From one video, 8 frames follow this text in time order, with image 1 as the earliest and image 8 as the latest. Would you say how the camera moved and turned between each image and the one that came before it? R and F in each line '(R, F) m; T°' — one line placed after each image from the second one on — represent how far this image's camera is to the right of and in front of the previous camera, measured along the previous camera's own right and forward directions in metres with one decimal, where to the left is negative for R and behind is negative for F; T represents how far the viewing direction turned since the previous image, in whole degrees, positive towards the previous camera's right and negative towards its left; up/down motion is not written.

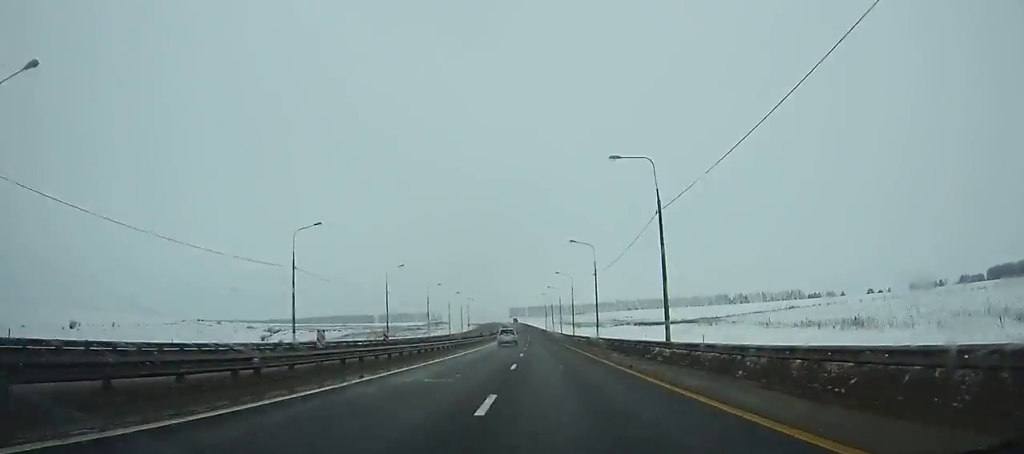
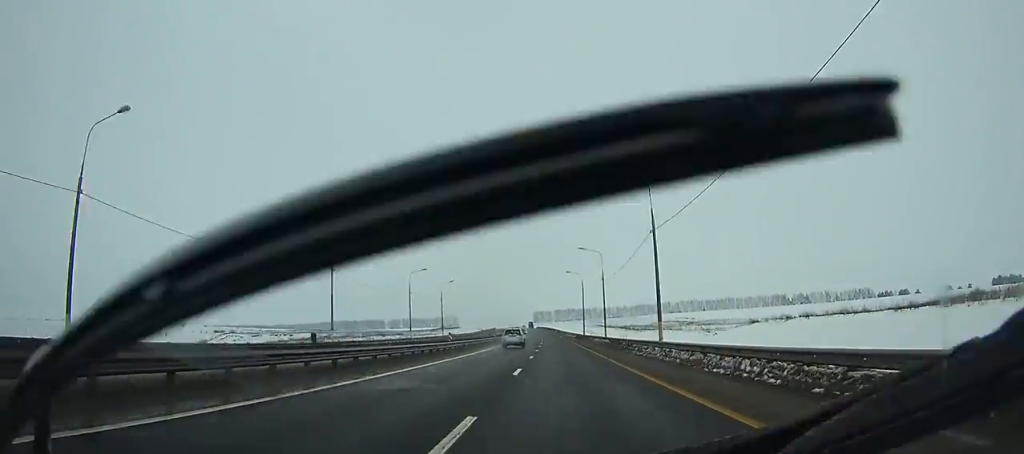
(-1.8, +95.9) m; -2°
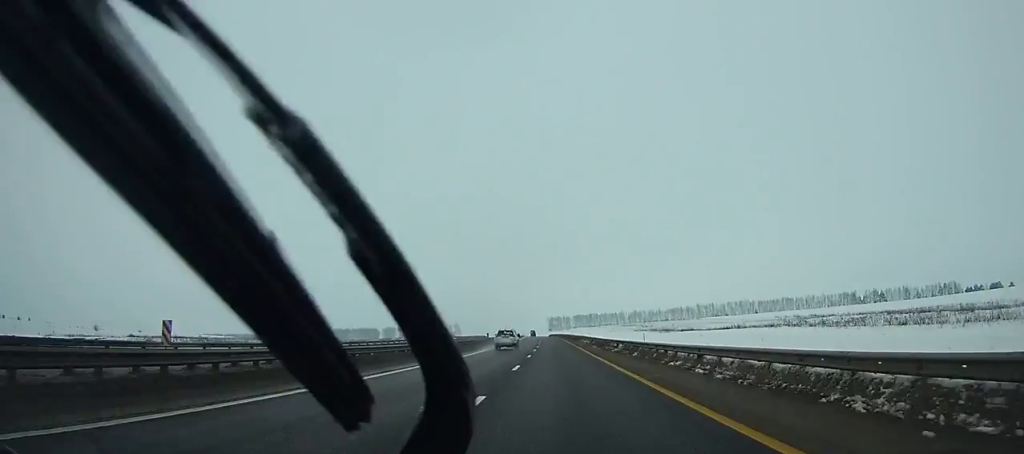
(-1.8, +113.1) m; -2°
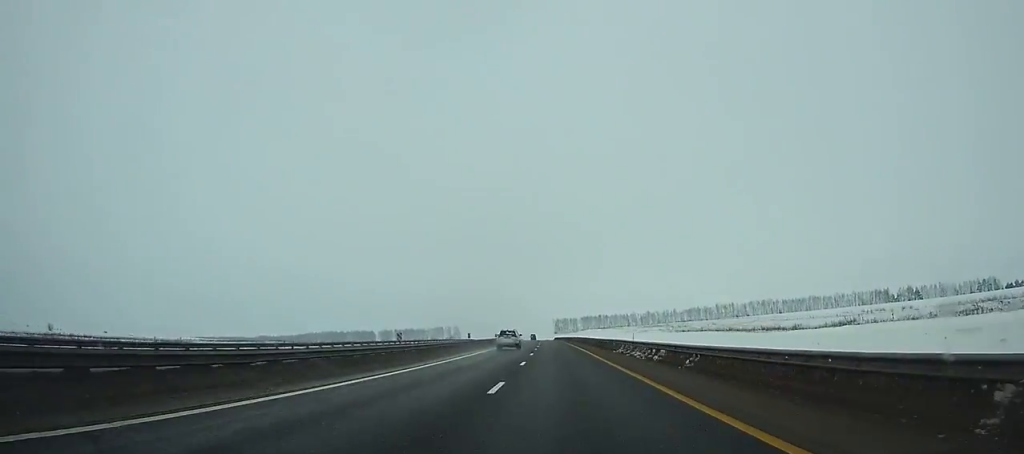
(-0.3, +44.1) m; -1°
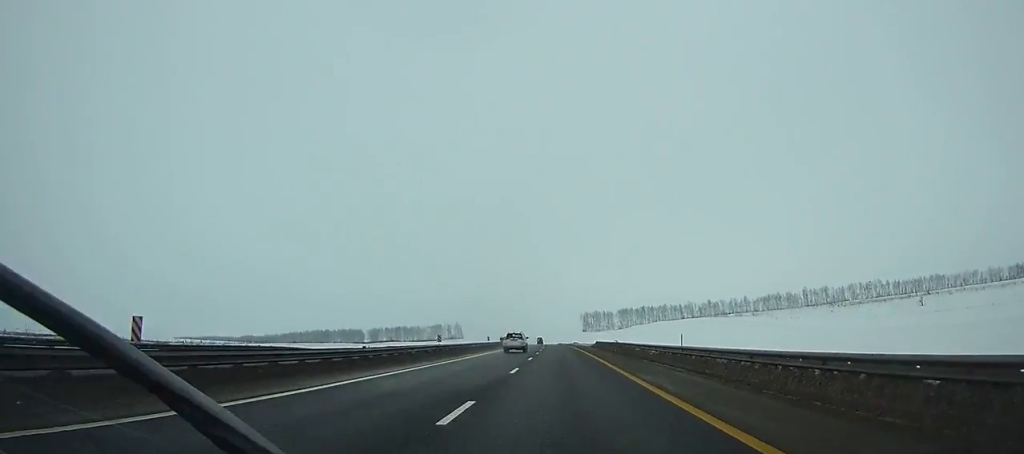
(-2.1, +133.5) m; -2°
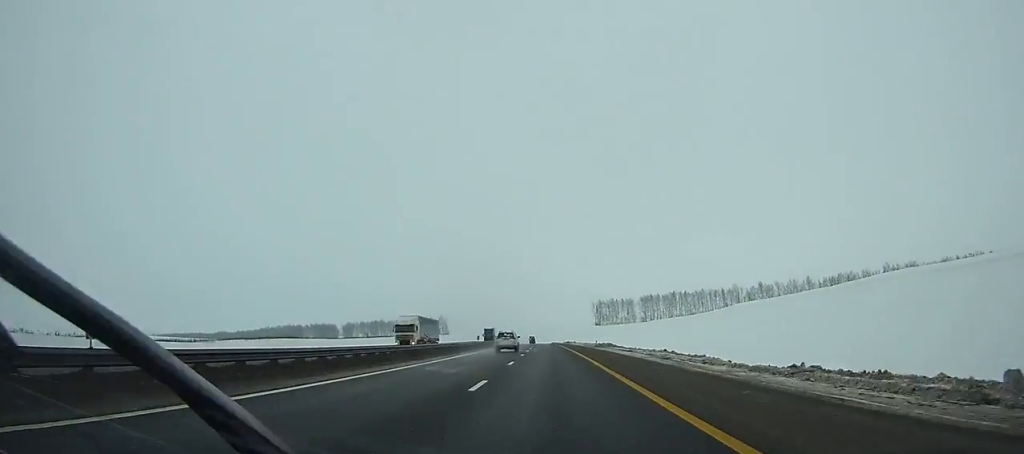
(-1.2, +88.7) m; -2°
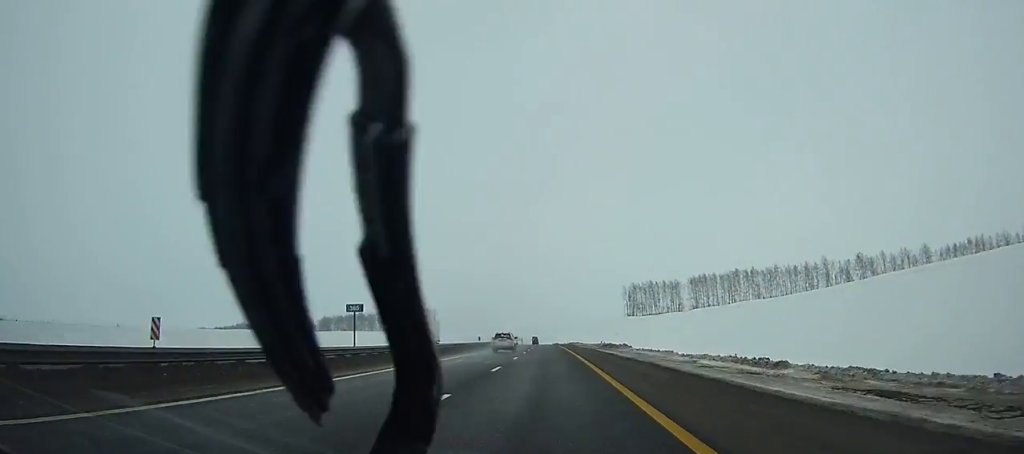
(-1.2, +85.8) m; -1°
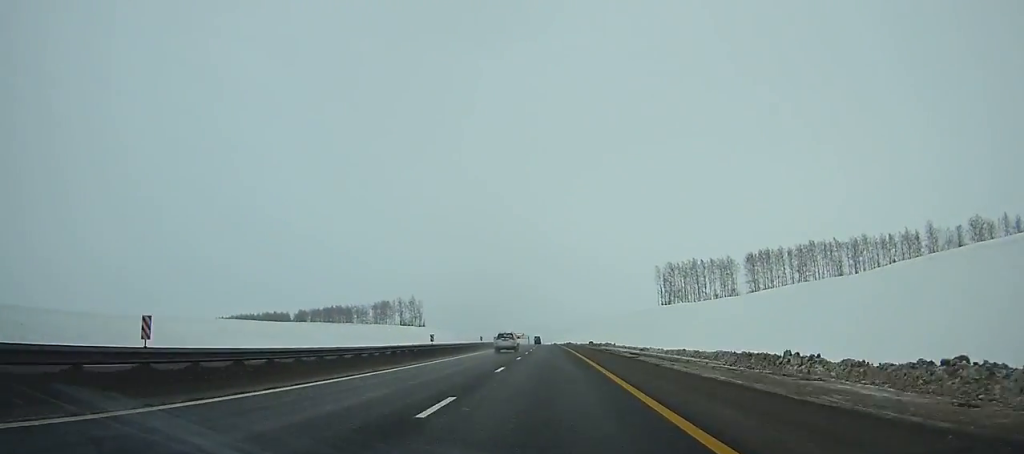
(-0.4, +59.0) m; -1°
